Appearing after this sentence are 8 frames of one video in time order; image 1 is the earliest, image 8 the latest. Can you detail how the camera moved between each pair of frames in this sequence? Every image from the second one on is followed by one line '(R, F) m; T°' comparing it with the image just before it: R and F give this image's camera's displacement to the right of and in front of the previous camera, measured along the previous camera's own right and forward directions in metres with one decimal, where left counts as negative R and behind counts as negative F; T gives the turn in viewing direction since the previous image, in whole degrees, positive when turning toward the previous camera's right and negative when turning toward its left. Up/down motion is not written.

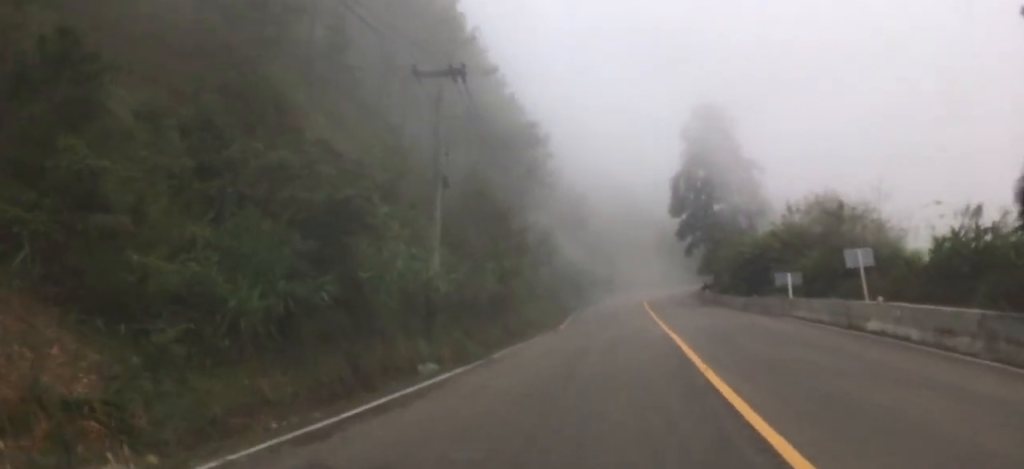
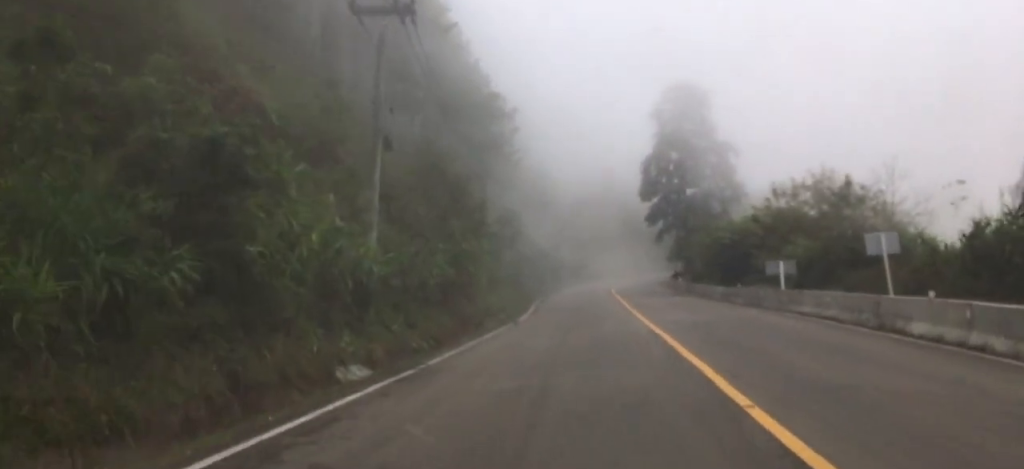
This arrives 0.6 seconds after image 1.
(+0.6, +6.0) m; +7°
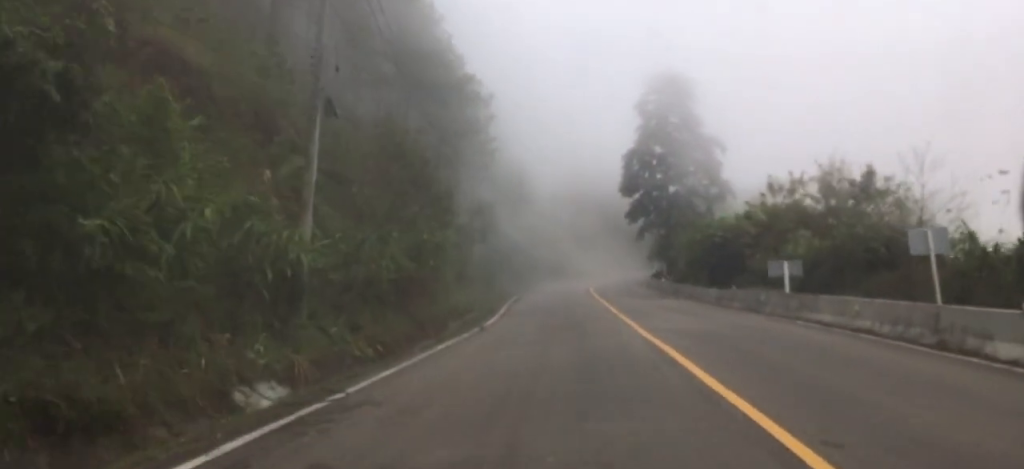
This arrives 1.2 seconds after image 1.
(+0.2, +5.2) m; +5°
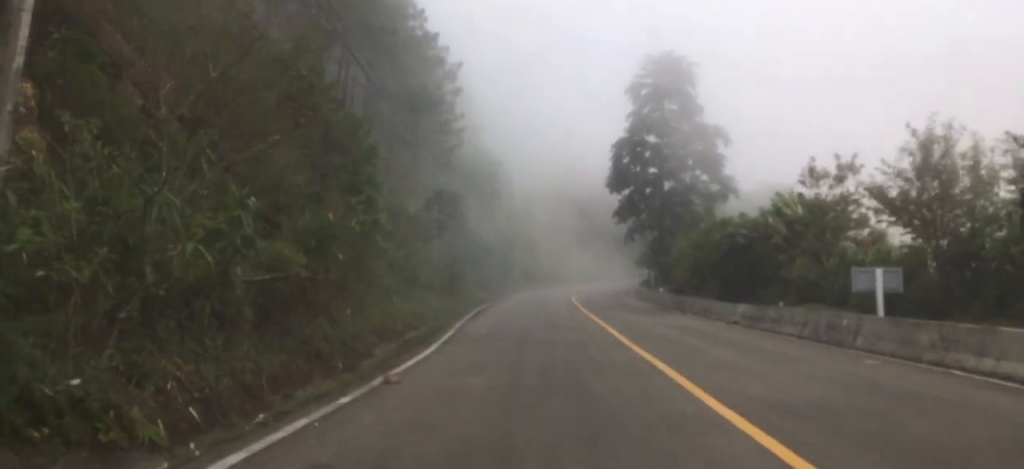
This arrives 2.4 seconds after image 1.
(+1.0, +13.2) m; +3°
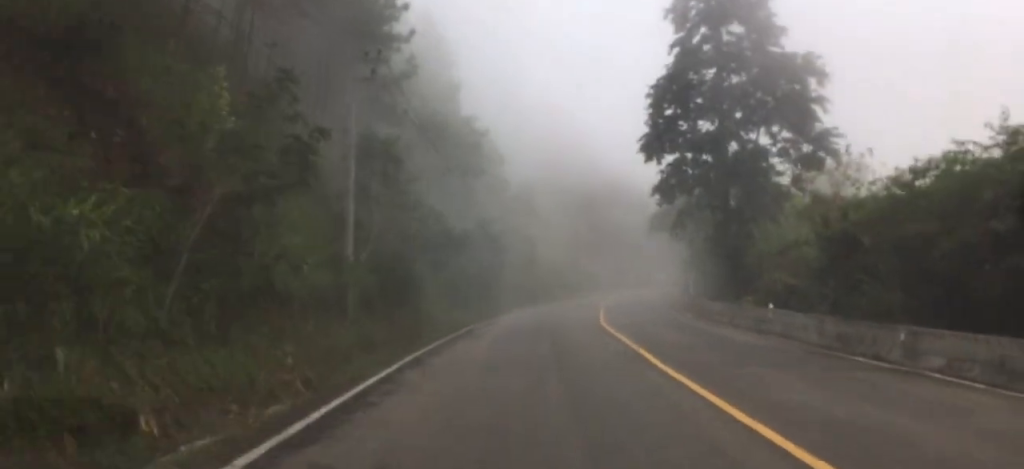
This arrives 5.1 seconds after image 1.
(-2.9, +27.1) m; -13°
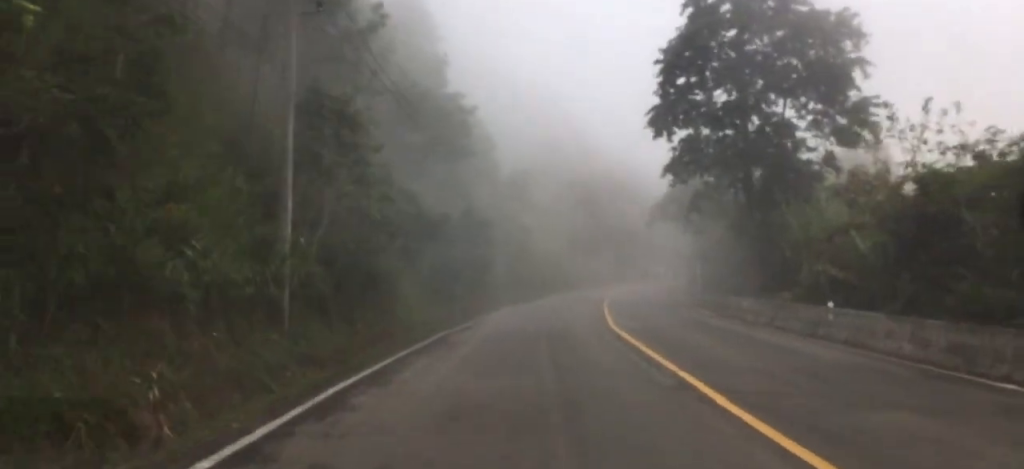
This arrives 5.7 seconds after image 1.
(0.0, +6.7) m; -1°
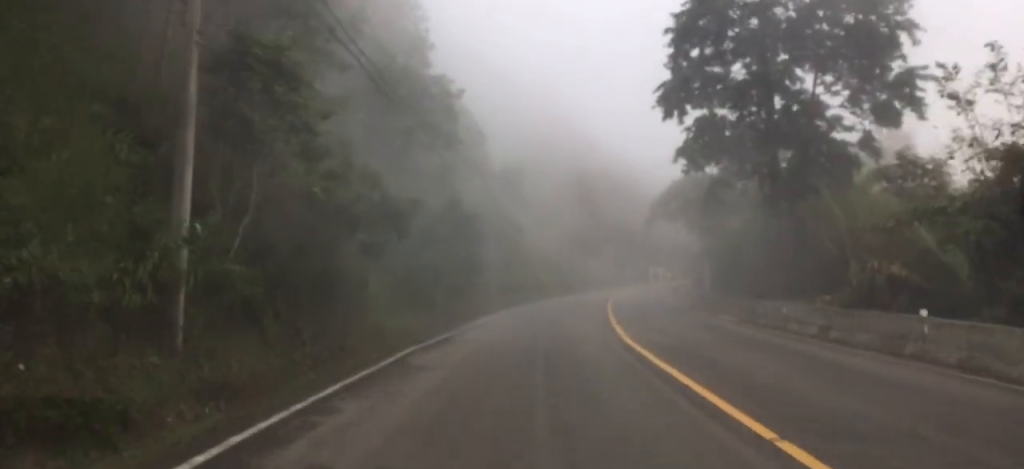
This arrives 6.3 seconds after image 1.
(-0.1, +6.0) m; -2°
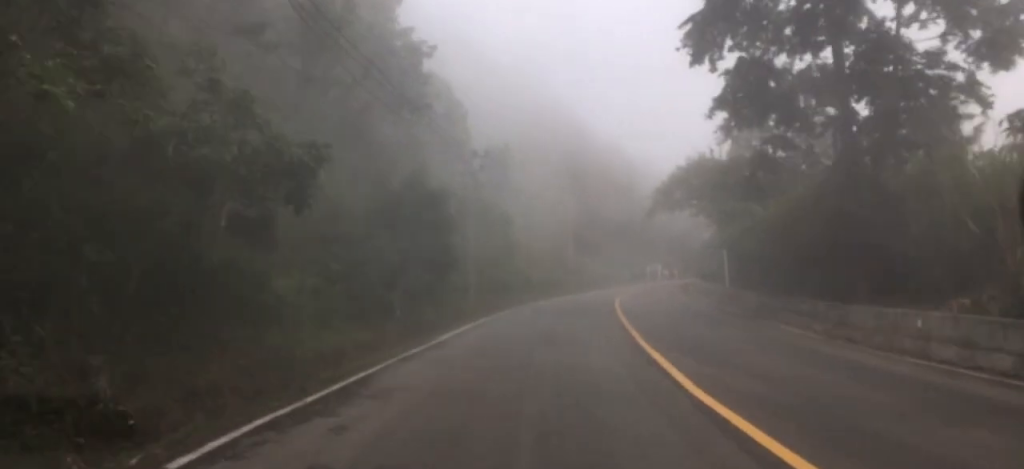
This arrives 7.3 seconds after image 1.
(-0.3, +9.9) m; -2°
